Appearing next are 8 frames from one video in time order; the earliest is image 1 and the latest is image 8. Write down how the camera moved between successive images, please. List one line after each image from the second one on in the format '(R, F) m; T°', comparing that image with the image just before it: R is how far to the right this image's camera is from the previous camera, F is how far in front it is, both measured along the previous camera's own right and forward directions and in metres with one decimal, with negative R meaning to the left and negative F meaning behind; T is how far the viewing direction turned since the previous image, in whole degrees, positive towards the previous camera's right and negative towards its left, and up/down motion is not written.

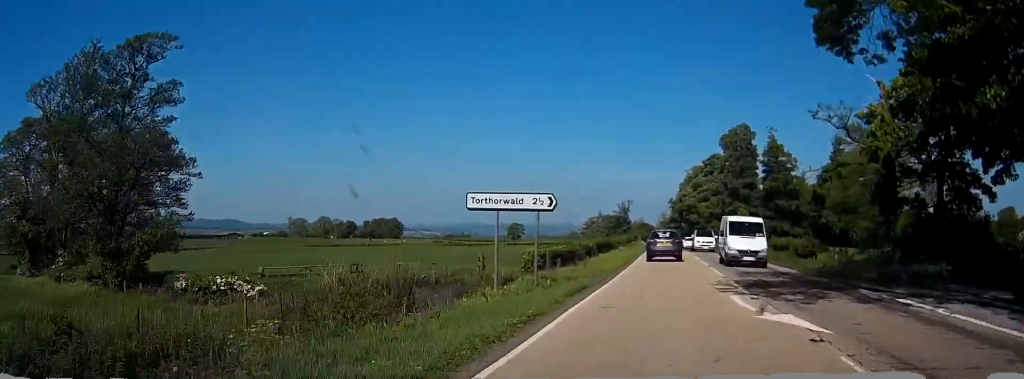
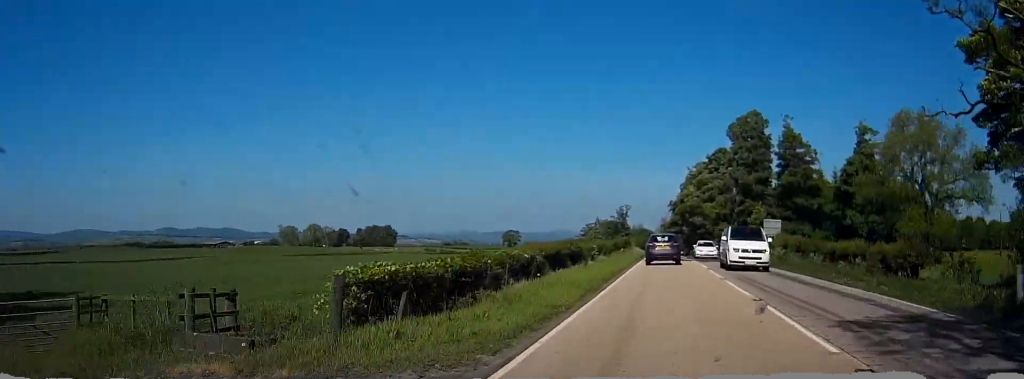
(-0.1, +15.9) m; 0°
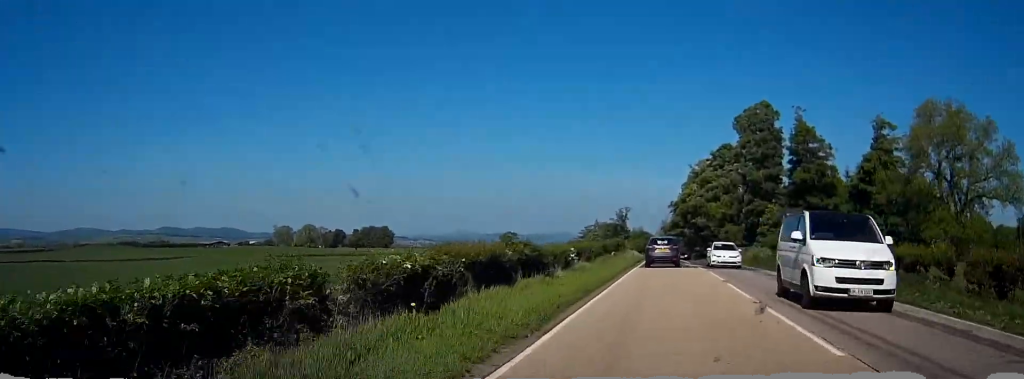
(0.0, +8.8) m; 0°
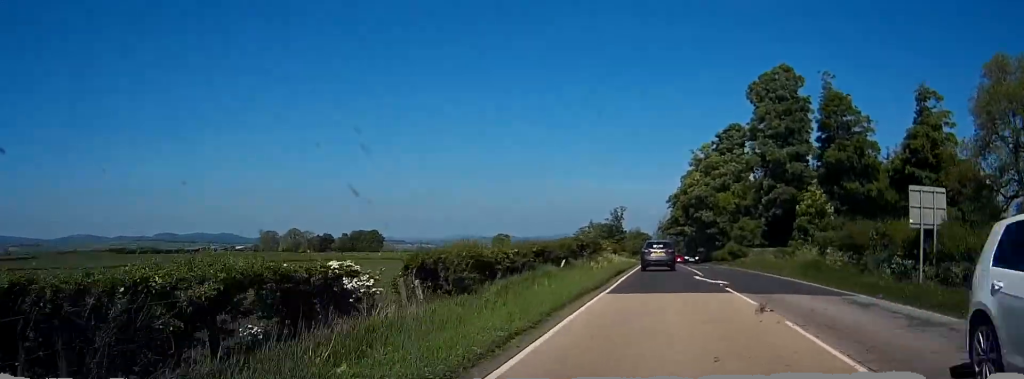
(+0.1, +19.3) m; 0°
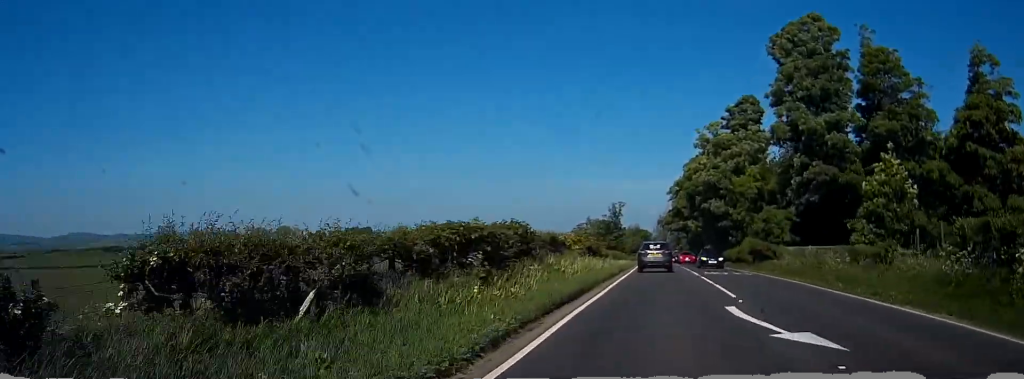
(0.0, +15.6) m; 0°
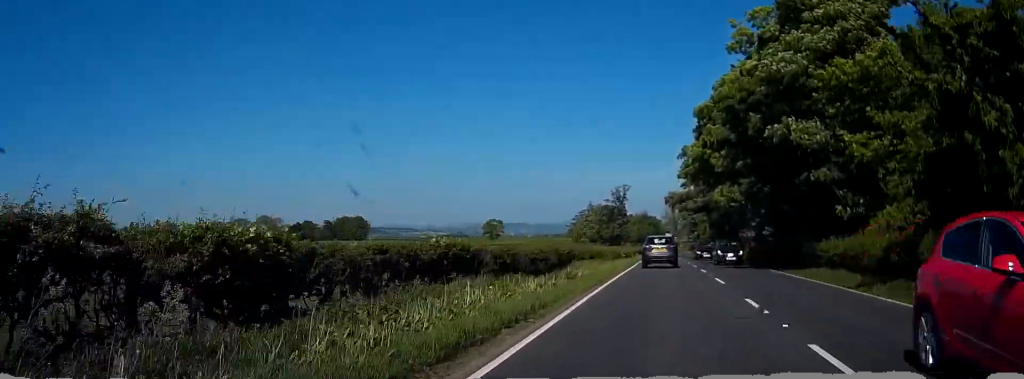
(-0.2, +39.5) m; -1°
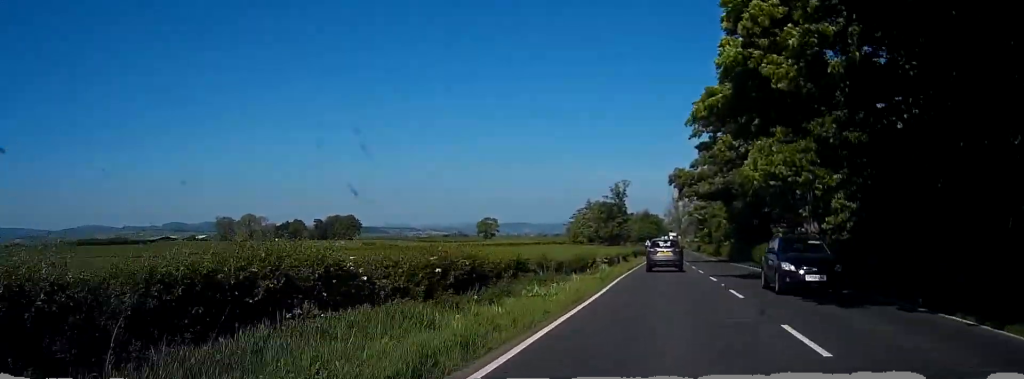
(-0.1, +22.7) m; -1°
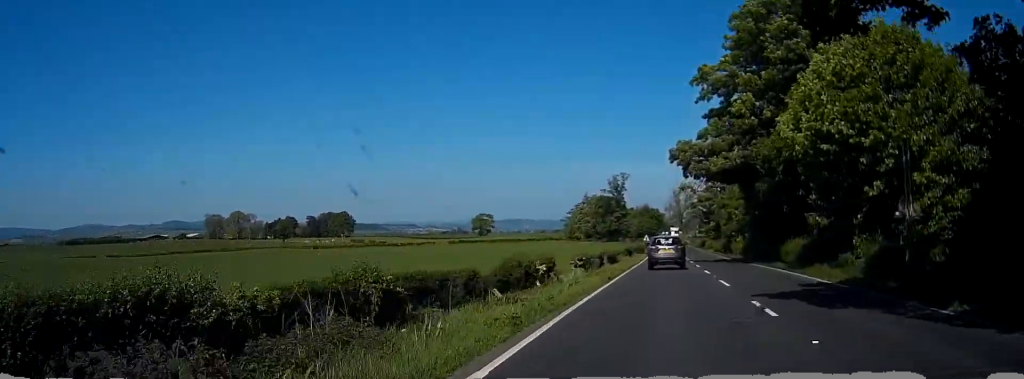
(-0.1, +13.8) m; 0°
